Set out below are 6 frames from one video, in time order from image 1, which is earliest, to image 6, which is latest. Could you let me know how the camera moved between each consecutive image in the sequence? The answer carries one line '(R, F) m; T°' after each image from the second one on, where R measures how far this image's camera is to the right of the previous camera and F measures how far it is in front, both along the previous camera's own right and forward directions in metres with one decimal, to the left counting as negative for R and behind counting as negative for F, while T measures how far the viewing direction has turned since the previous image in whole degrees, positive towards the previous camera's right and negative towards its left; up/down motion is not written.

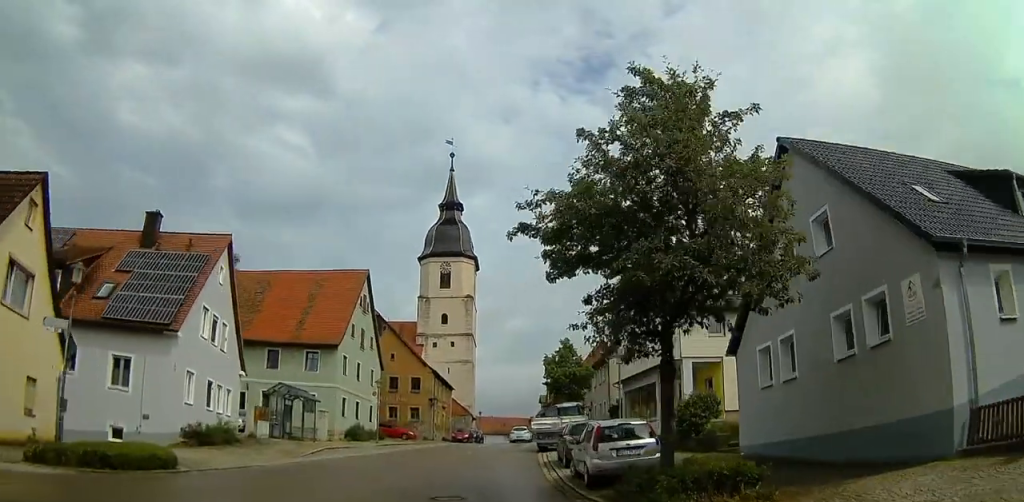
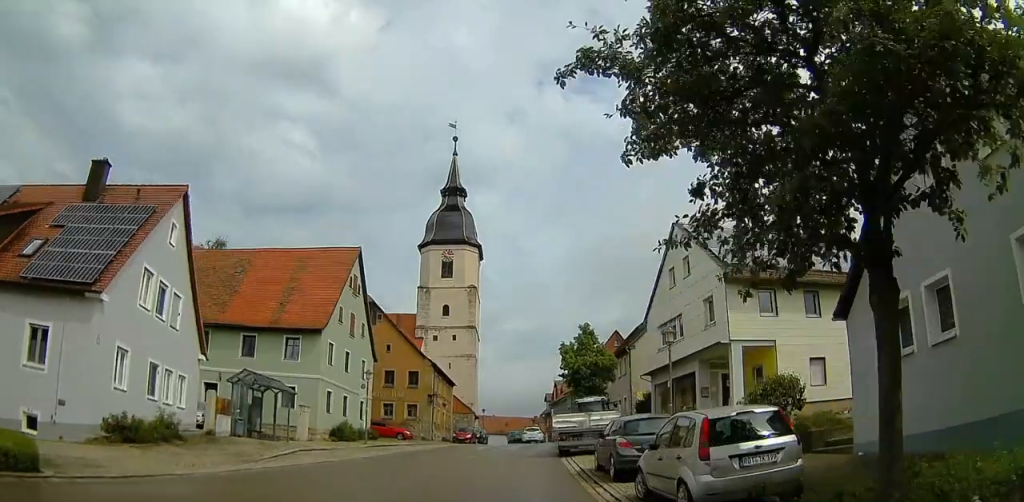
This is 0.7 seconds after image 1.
(-0.1, +5.6) m; +2°
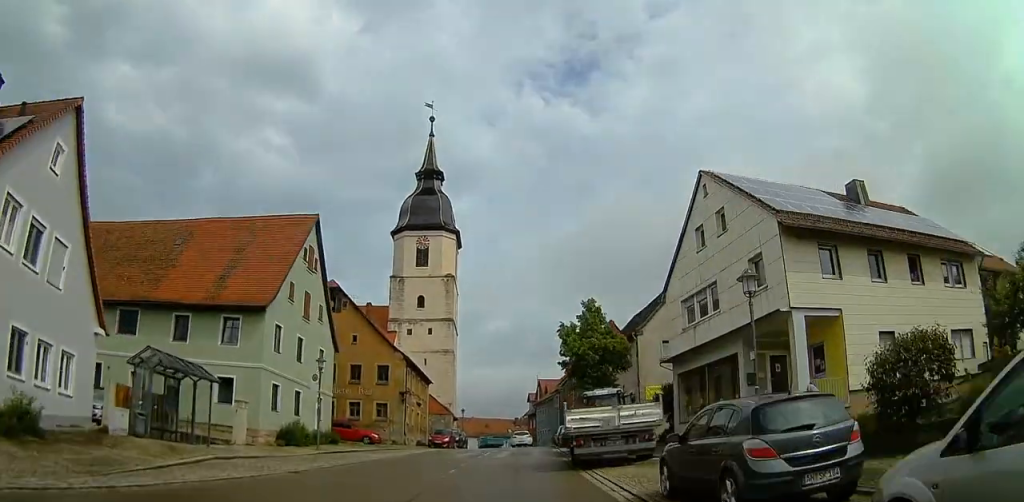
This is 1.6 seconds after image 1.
(+0.4, +6.9) m; -3°
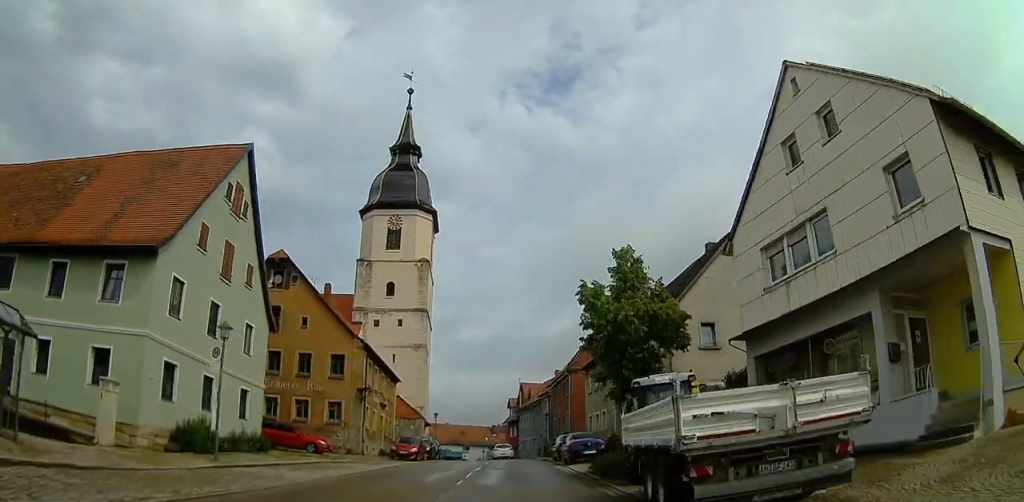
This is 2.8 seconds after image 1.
(-0.9, +9.3) m; +1°
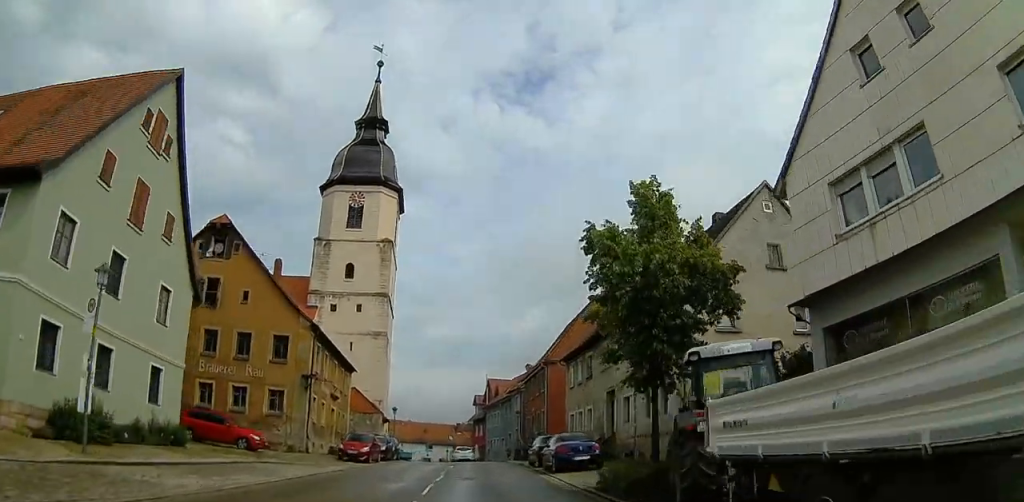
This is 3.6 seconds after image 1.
(+0.6, +5.7) m; +9°
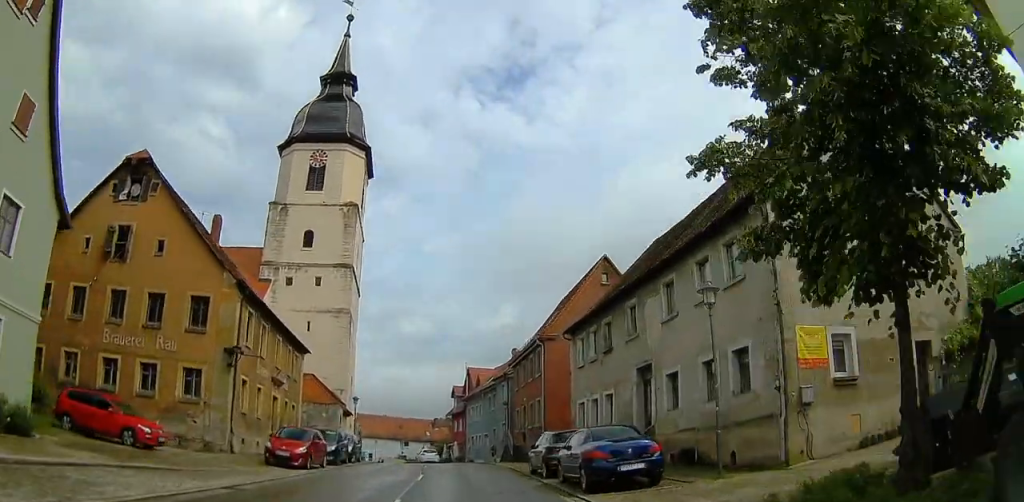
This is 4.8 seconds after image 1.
(+0.7, +8.6) m; +5°
